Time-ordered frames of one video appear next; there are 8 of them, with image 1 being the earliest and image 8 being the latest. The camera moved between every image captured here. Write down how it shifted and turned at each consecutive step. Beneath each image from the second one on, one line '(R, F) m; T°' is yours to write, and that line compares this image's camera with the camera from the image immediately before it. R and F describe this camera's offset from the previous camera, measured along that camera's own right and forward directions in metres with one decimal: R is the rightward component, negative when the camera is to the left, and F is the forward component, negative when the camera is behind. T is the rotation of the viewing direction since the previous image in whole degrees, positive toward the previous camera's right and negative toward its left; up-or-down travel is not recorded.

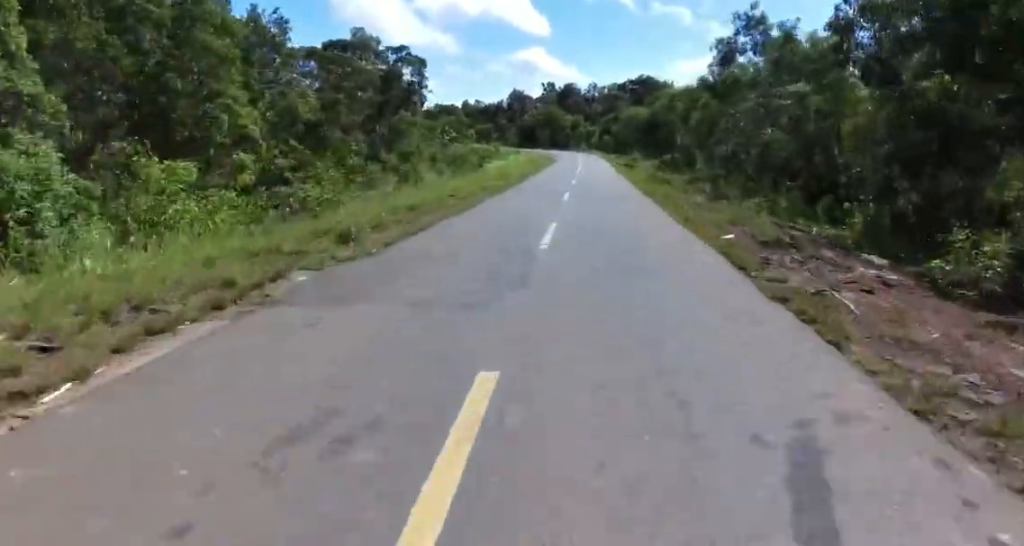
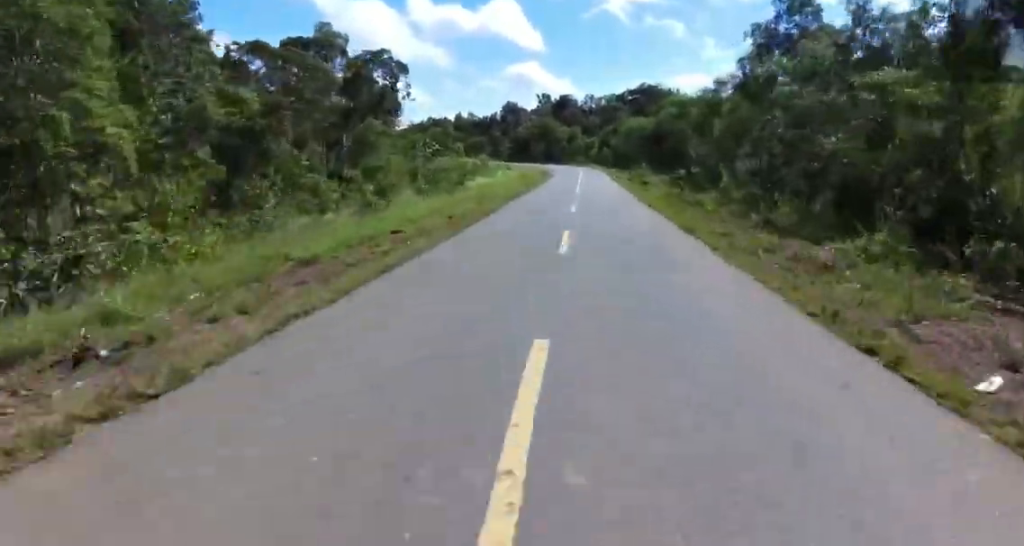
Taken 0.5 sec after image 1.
(-0.5, +6.7) m; 0°
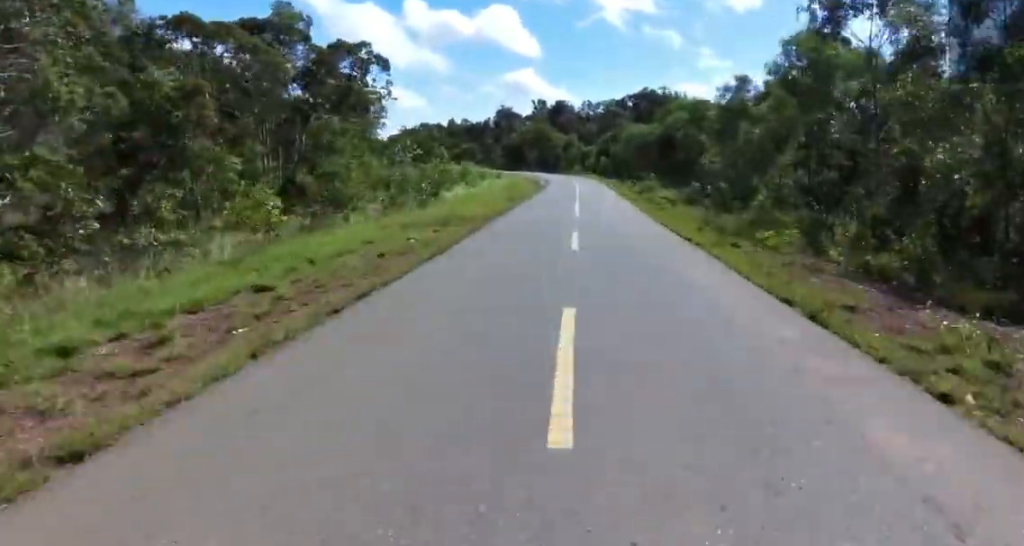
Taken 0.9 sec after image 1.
(+0.7, +7.4) m; +1°
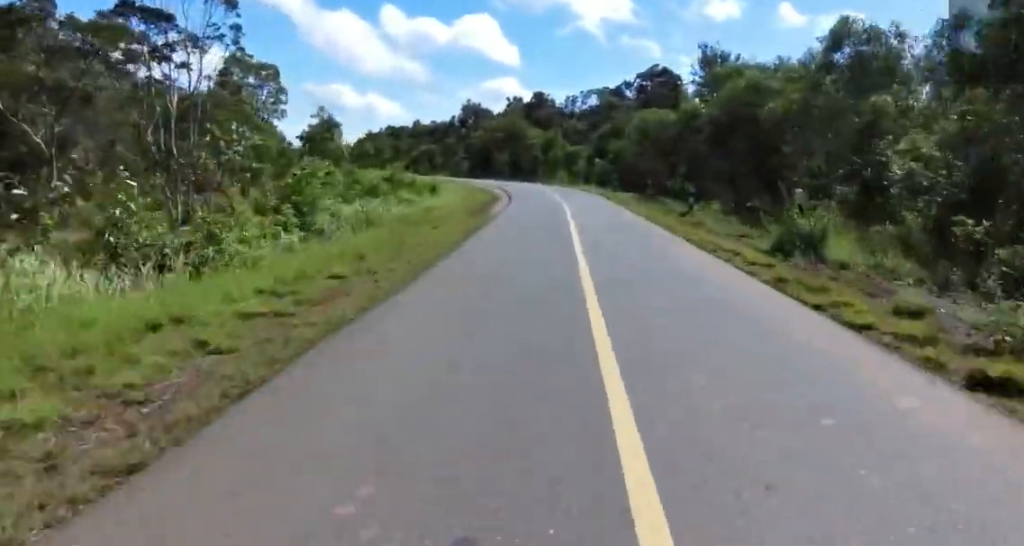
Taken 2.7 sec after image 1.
(+0.1, +27.6) m; -1°
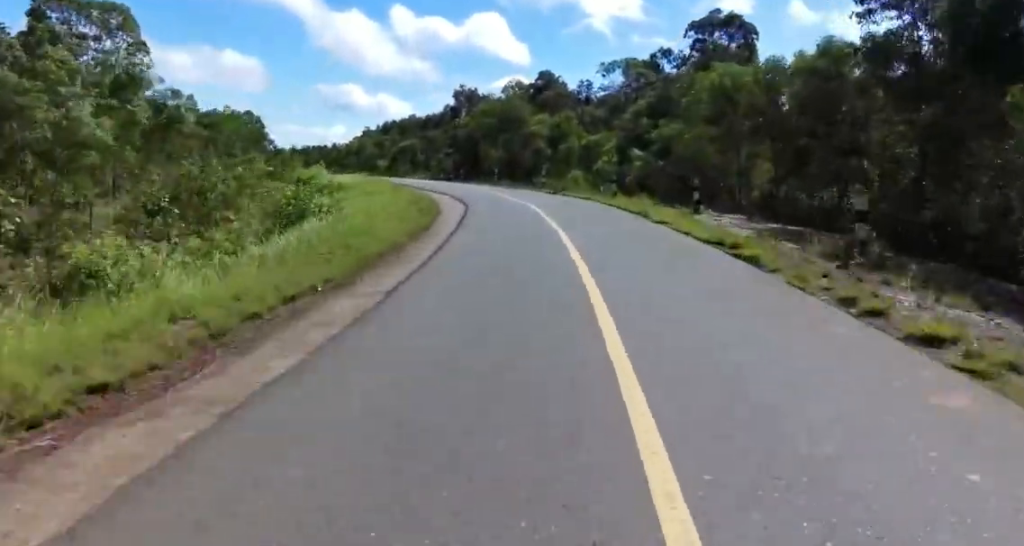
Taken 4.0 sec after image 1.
(+0.7, +23.1) m; +1°
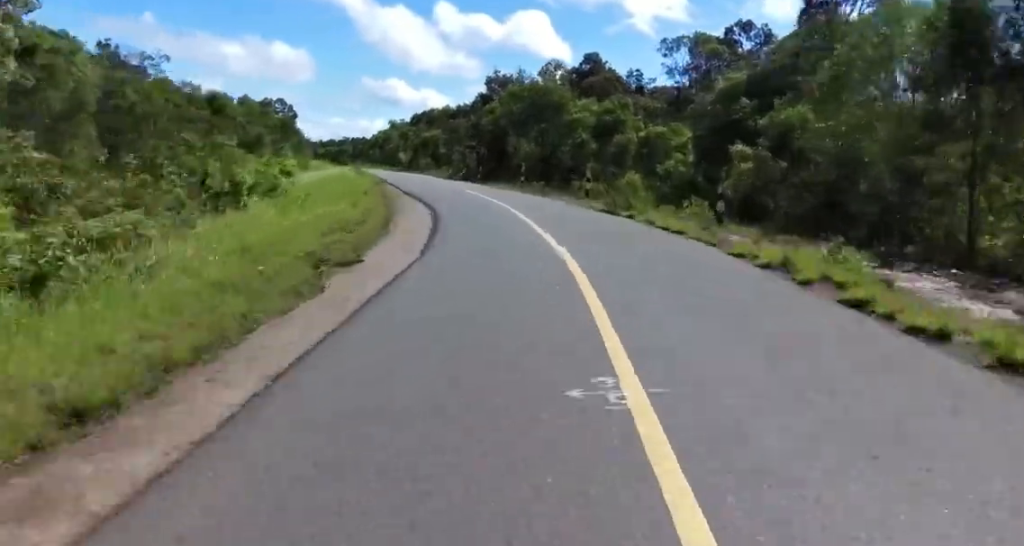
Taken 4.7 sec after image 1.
(0.0, +12.7) m; -4°
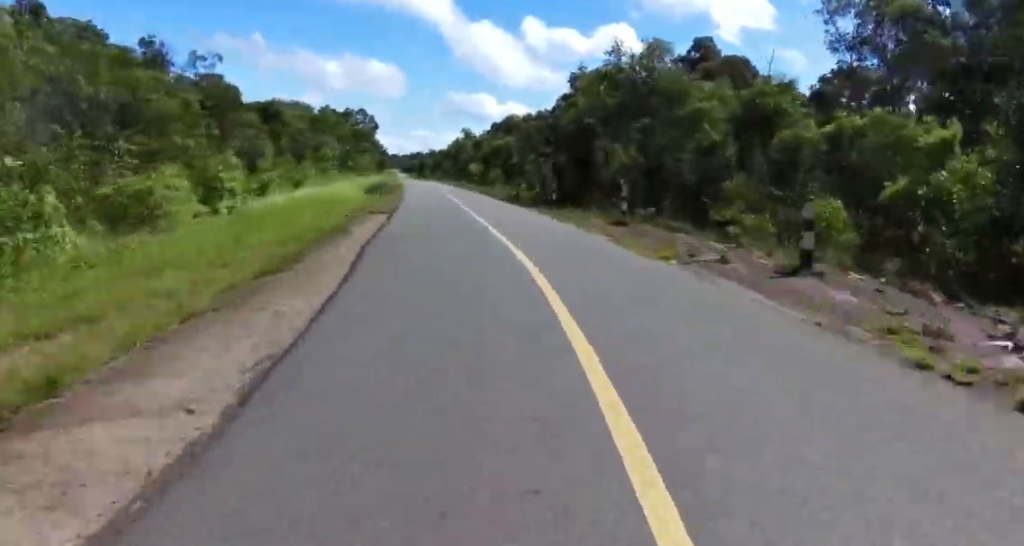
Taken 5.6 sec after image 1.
(-1.2, +16.7) m; -9°
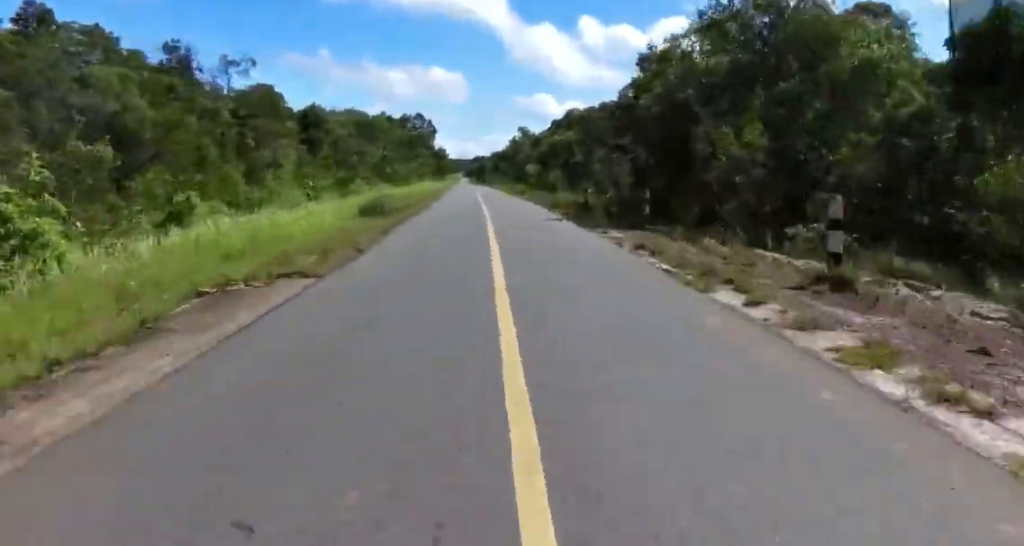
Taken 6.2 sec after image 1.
(-1.0, +11.4) m; -4°
